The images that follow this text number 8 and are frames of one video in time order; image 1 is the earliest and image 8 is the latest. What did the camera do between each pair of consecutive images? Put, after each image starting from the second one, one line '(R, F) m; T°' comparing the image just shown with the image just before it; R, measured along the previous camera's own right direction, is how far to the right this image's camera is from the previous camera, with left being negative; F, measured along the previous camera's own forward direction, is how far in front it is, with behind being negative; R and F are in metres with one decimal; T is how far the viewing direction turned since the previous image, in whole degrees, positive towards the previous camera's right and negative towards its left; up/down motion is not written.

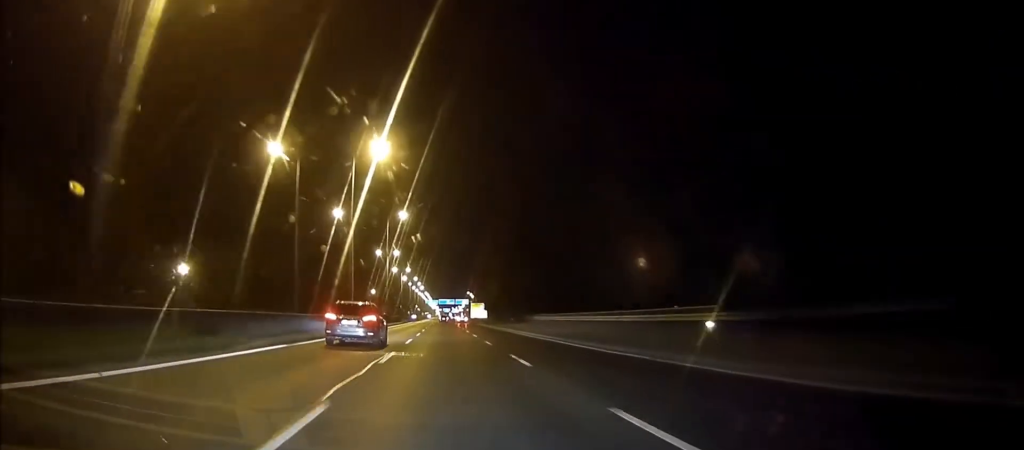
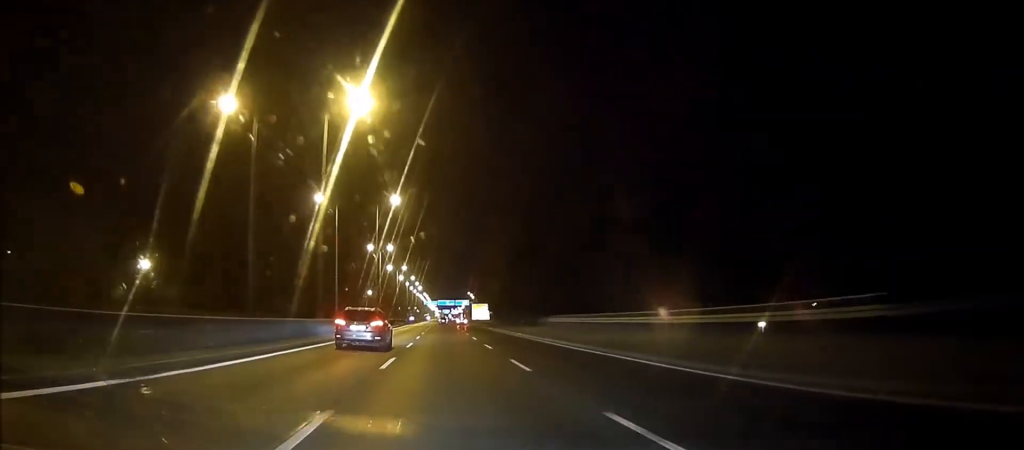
(0.0, +11.8) m; 0°
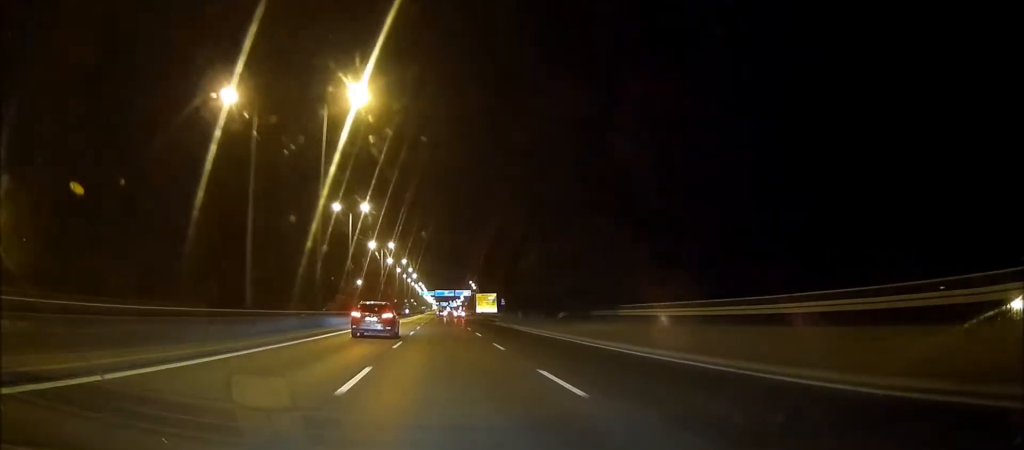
(0.0, +30.7) m; 0°
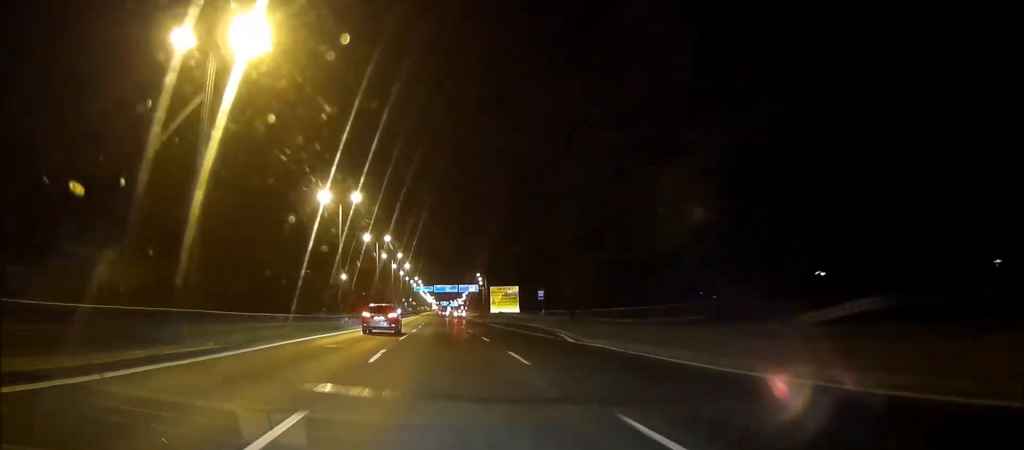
(-0.2, +42.3) m; +1°
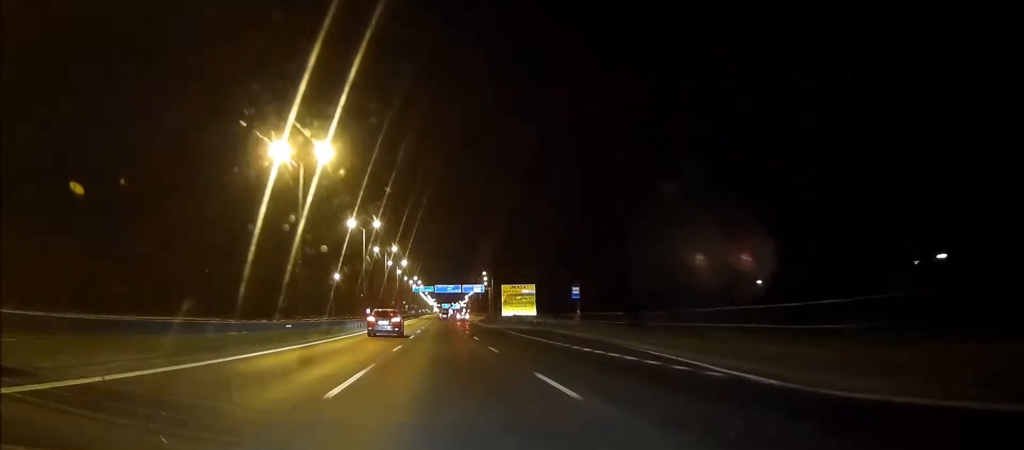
(+0.2, +17.4) m; 0°
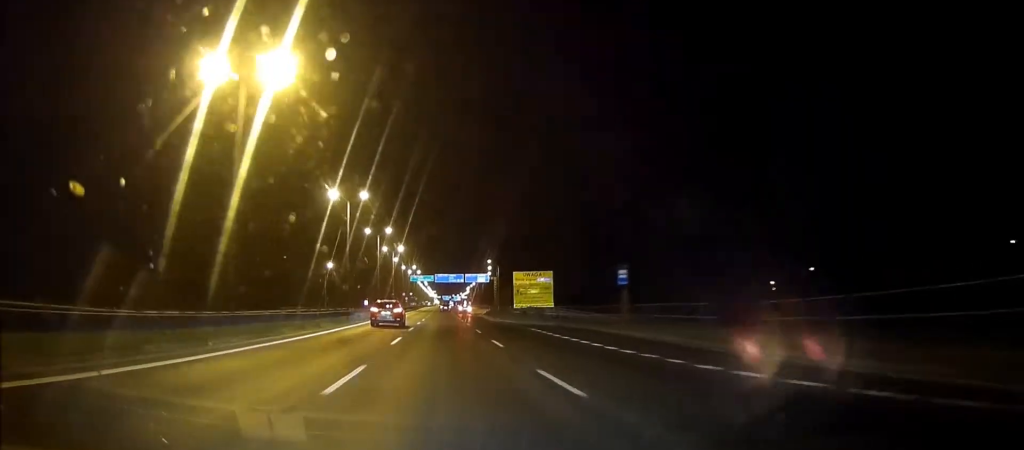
(+0.6, +13.3) m; -1°
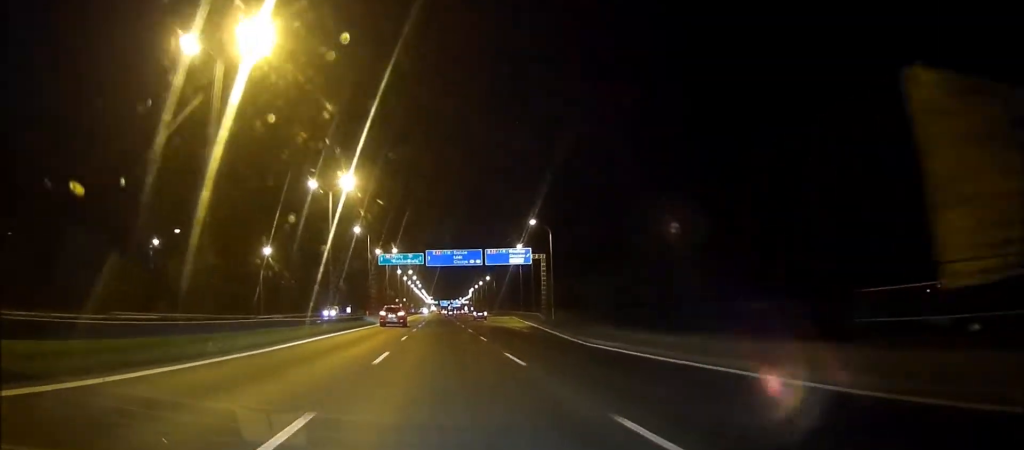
(-1.8, +58.6) m; -1°
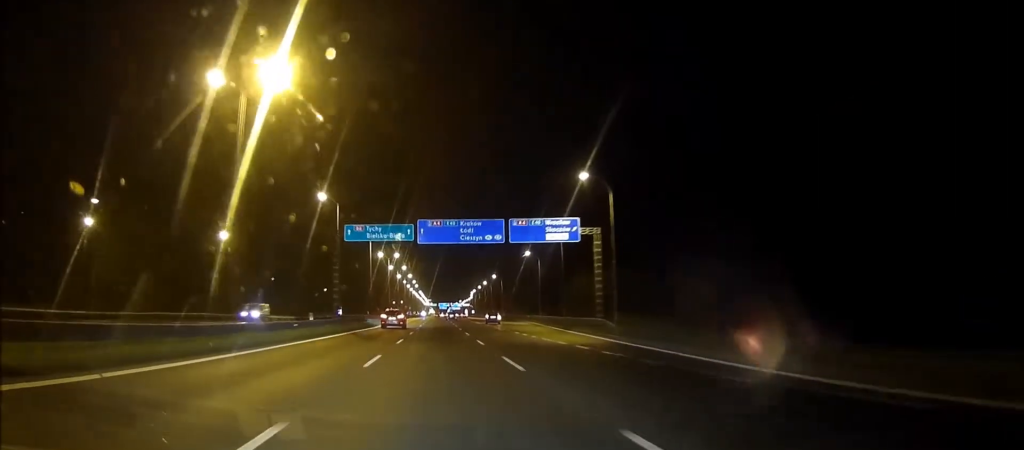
(0.0, +18.7) m; 0°
